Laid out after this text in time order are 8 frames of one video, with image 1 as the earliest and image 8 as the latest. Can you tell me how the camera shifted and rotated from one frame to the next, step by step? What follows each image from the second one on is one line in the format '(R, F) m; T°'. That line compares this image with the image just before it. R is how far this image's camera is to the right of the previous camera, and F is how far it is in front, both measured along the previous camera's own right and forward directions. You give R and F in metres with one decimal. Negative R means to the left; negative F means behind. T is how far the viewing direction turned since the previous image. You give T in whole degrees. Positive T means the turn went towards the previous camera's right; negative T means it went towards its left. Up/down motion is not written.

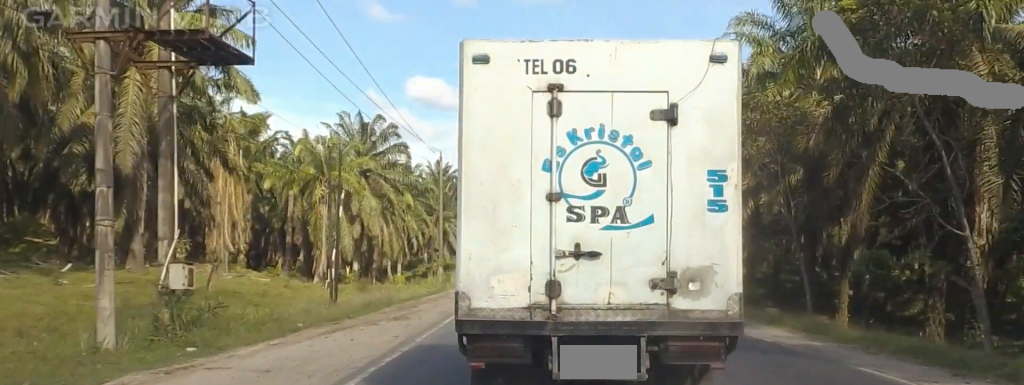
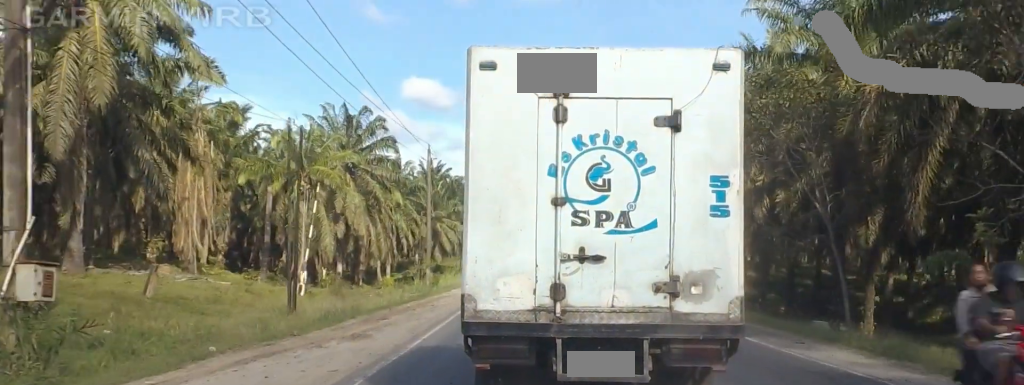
(0.0, +5.3) m; 0°
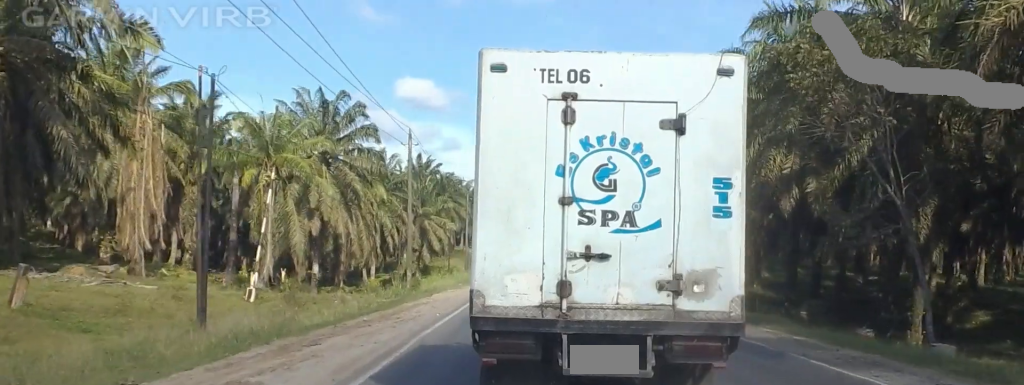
(0.0, +7.5) m; 0°
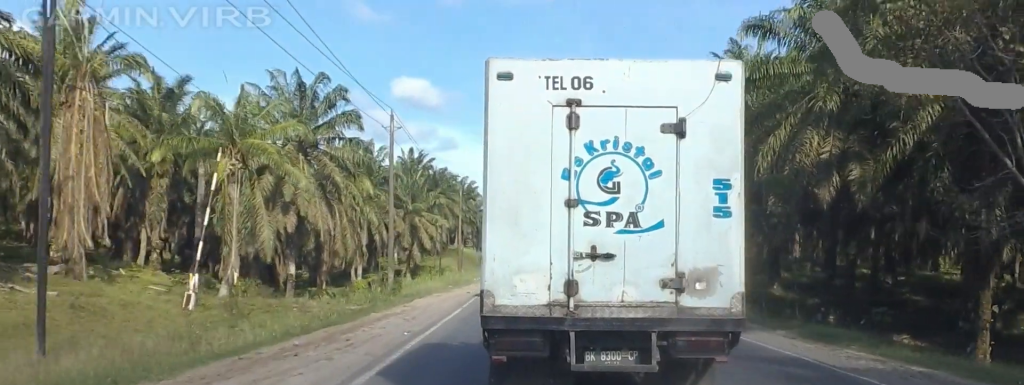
(0.0, +7.1) m; +1°
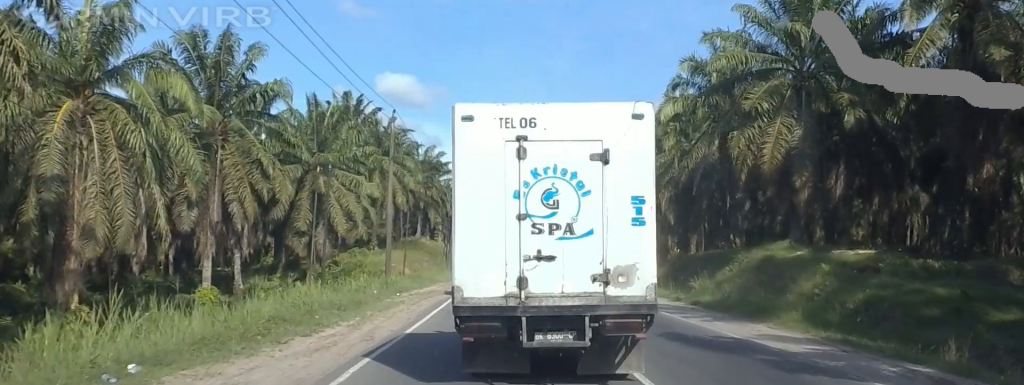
(+2.5, +46.3) m; +1°
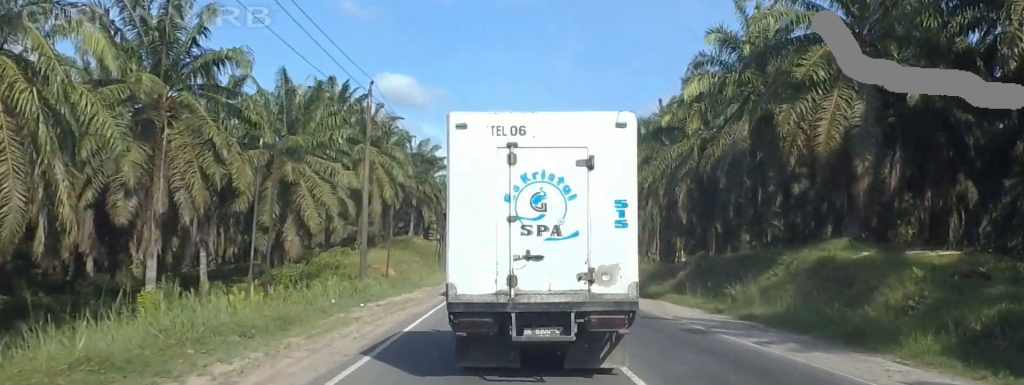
(-0.3, +8.3) m; -2°
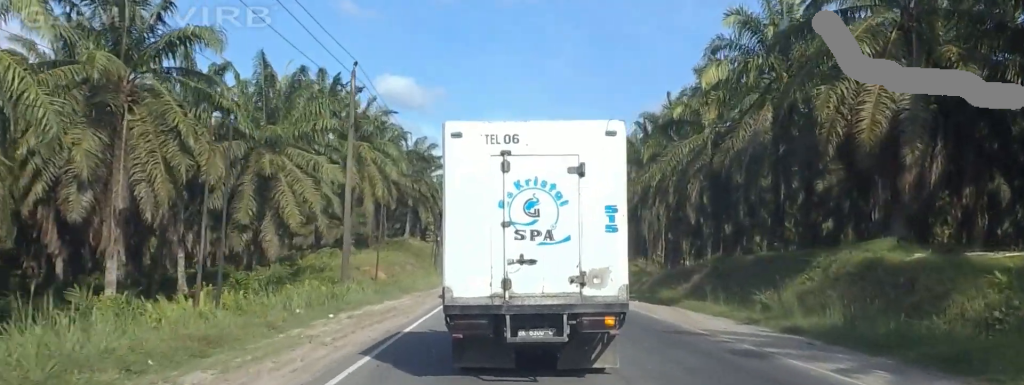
(0.0, +4.6) m; 0°
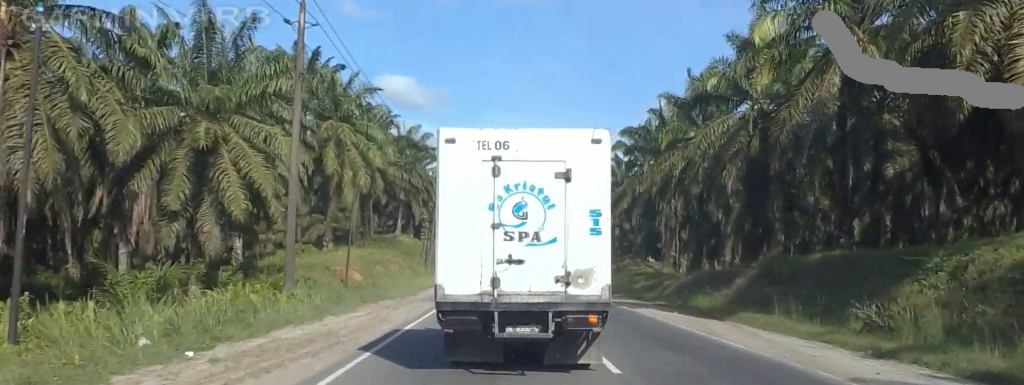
(0.0, +9.7) m; 0°
